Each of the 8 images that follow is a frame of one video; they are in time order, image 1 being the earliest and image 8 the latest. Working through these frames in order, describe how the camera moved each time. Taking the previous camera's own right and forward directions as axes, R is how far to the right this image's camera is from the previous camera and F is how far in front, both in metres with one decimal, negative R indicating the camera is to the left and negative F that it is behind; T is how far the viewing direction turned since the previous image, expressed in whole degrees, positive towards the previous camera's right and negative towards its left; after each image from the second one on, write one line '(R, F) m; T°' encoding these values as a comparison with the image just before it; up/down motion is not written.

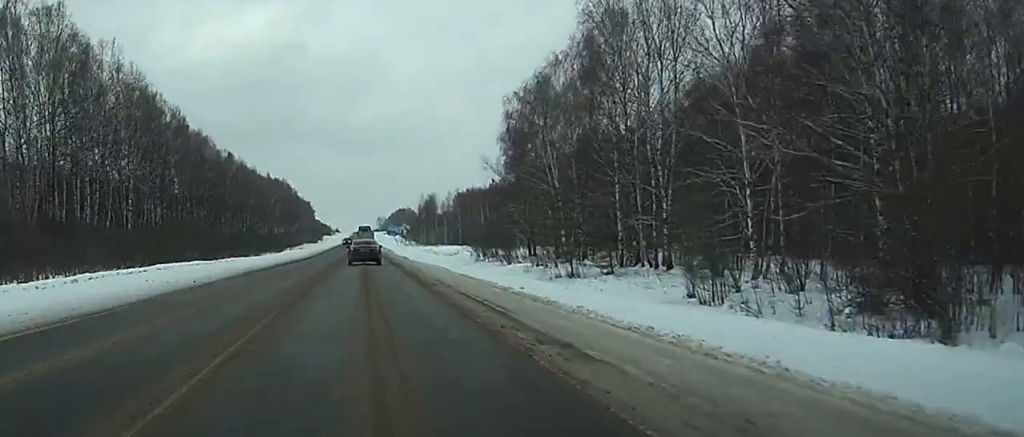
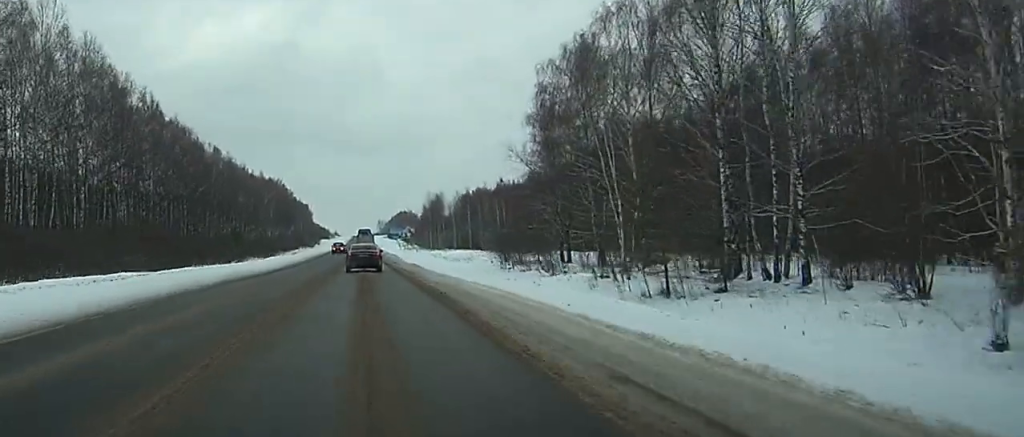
(+0.1, +20.2) m; 0°
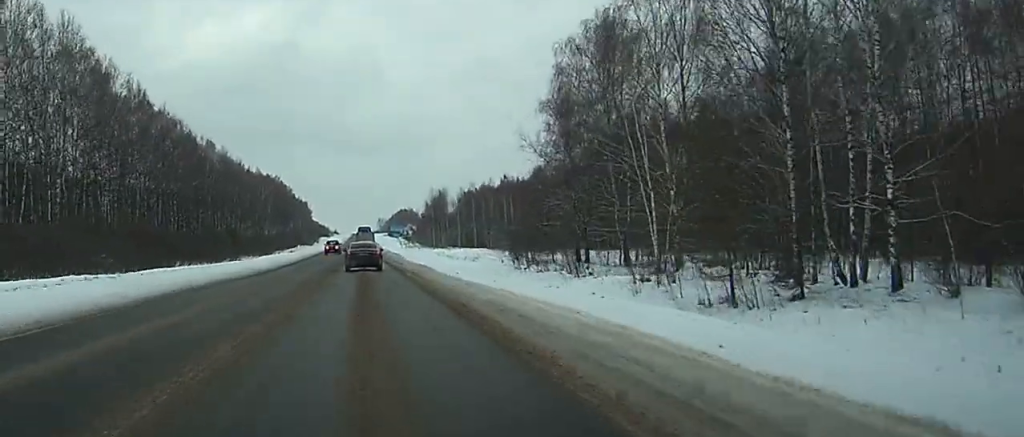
(0.0, +7.9) m; 0°
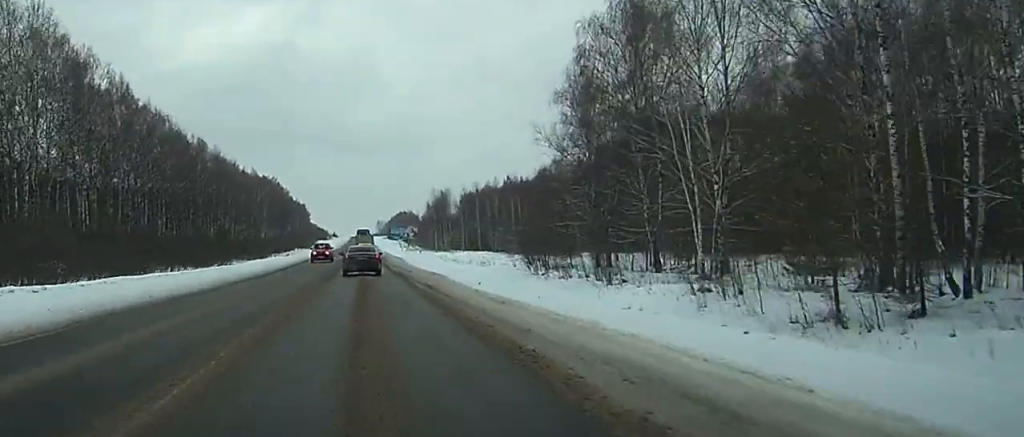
(0.0, +8.5) m; 0°
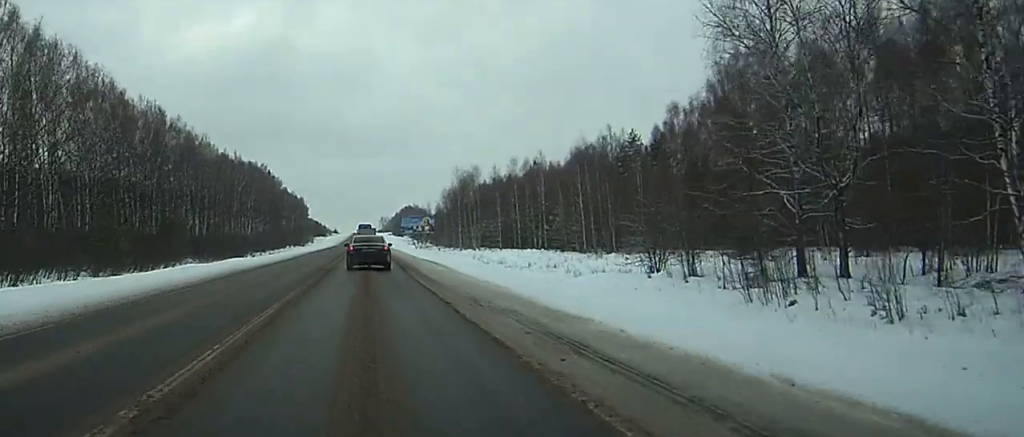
(-0.1, +41.9) m; -1°
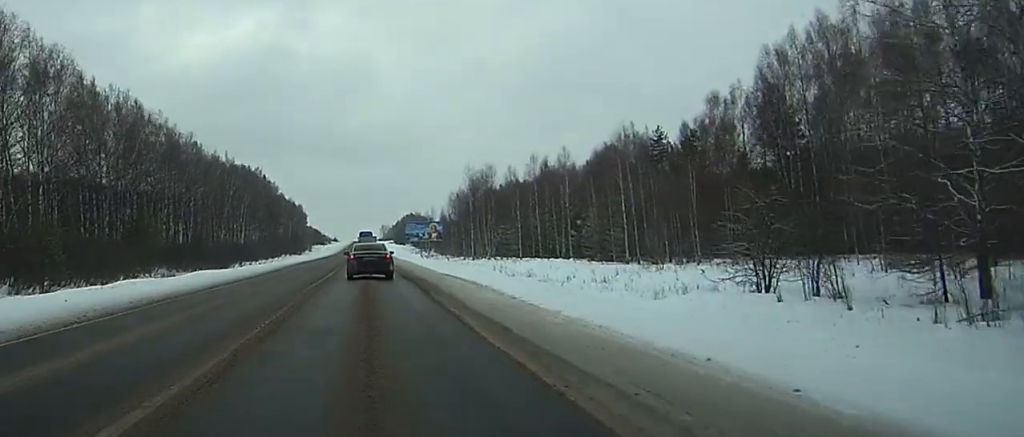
(0.0, +15.4) m; 0°
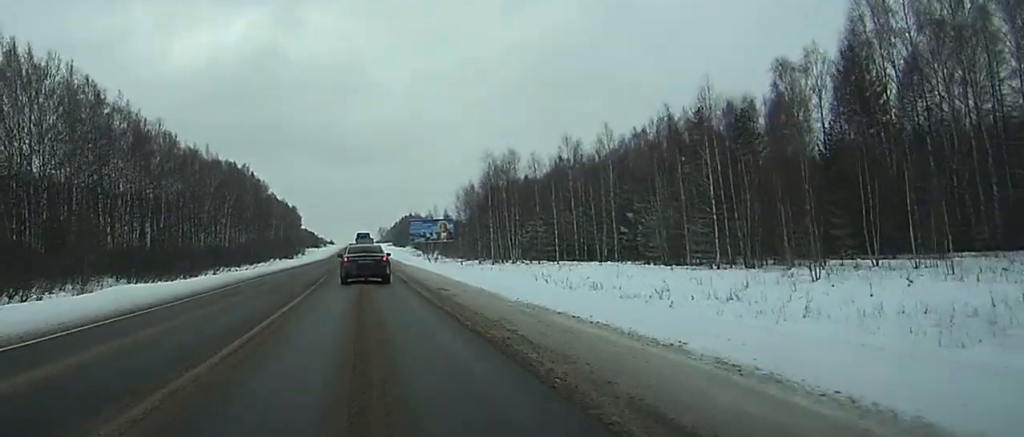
(-0.1, +21.3) m; 0°
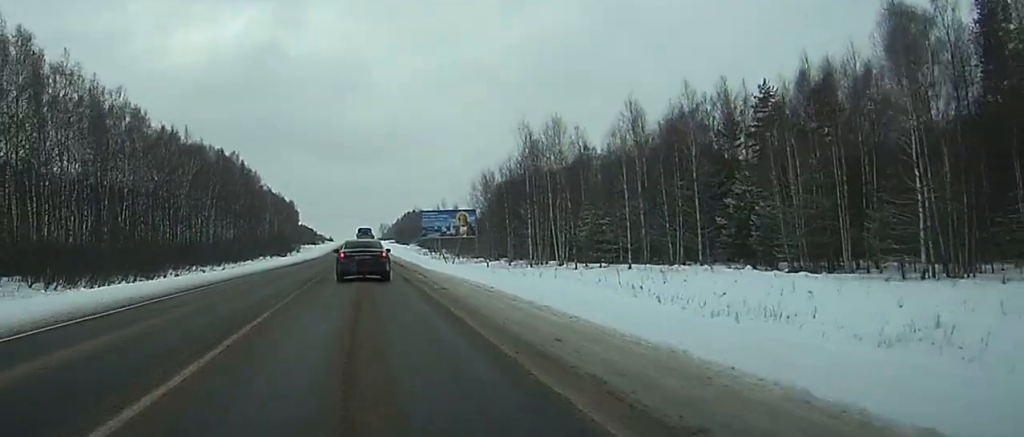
(0.0, +22.9) m; 0°
